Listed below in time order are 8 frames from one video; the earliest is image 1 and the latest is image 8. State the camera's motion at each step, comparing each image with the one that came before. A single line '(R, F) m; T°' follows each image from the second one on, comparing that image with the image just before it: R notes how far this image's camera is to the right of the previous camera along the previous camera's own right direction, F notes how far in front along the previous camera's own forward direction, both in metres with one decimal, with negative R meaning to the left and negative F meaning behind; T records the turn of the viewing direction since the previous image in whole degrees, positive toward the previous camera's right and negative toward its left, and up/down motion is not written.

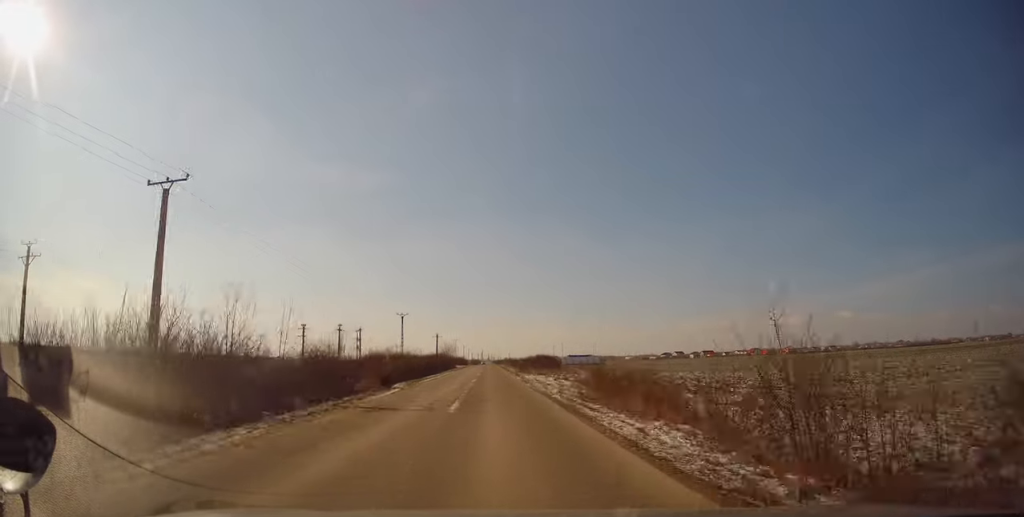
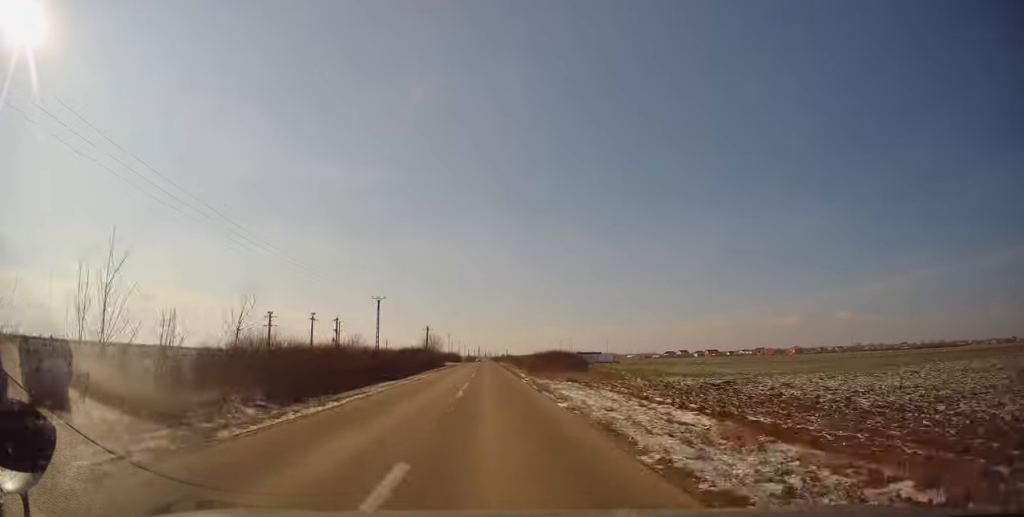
(0.0, +21.4) m; 0°
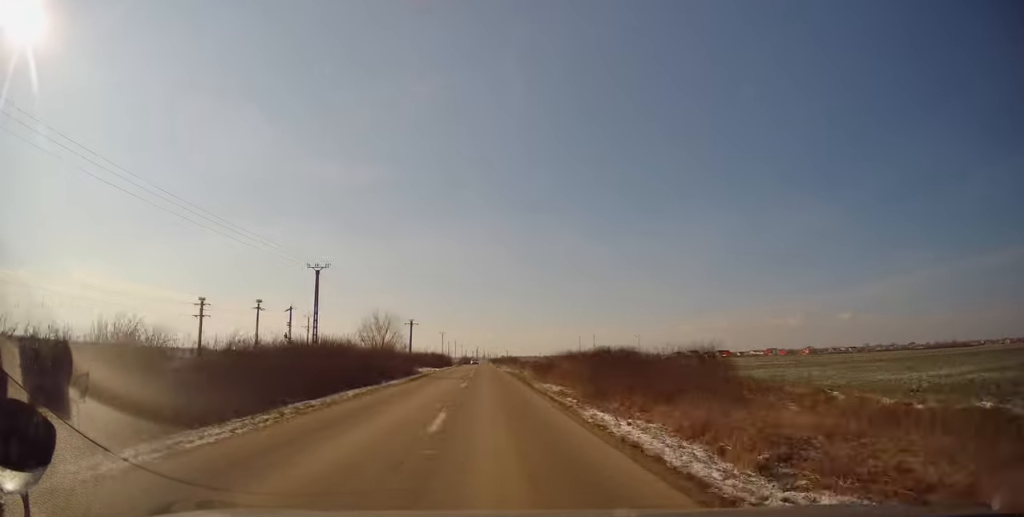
(+0.3, +30.1) m; 0°
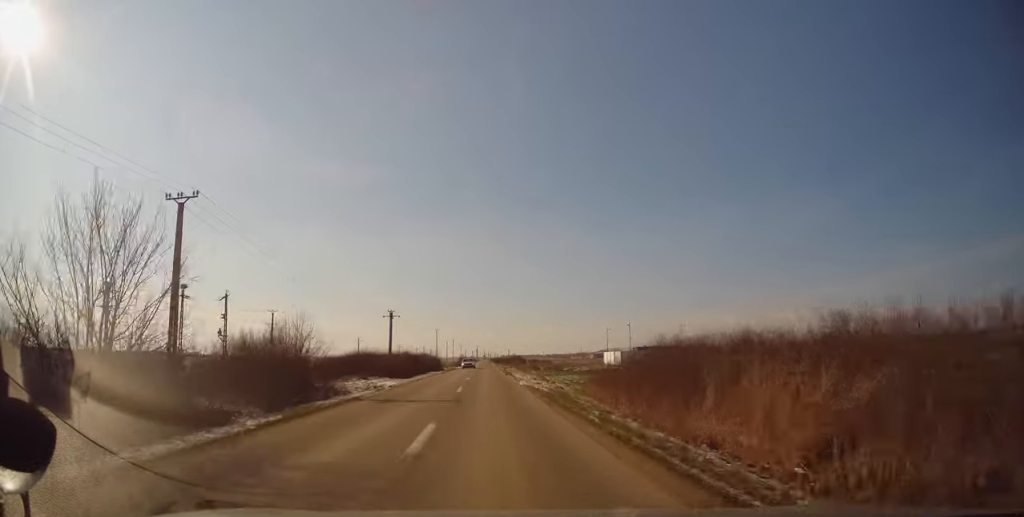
(-0.1, +25.8) m; 0°
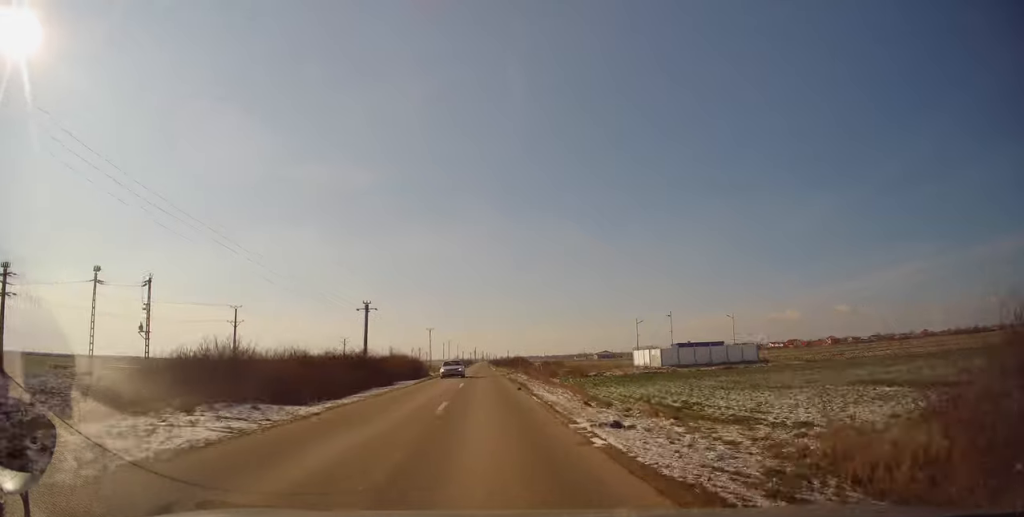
(+0.2, +18.4) m; 0°
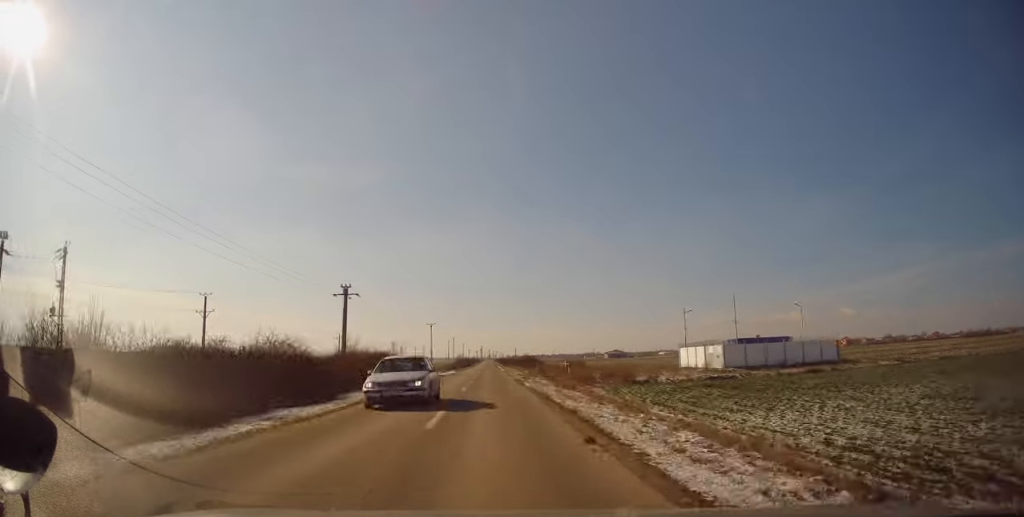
(-0.2, +14.9) m; 0°
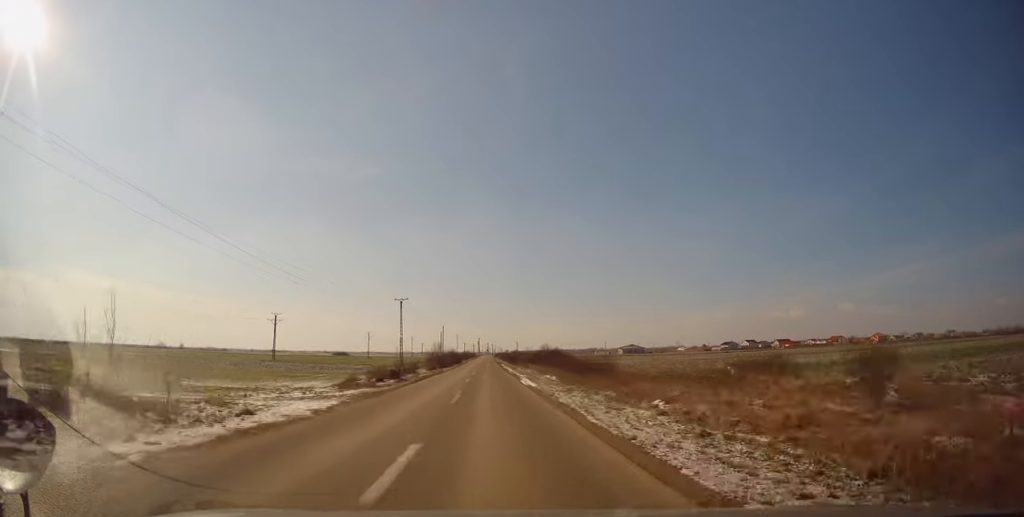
(-0.1, +53.8) m; 0°
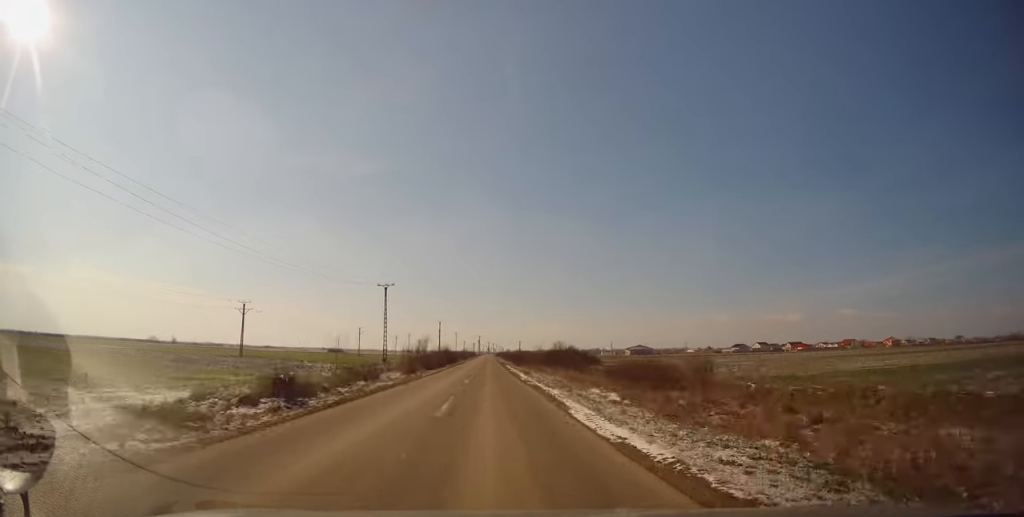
(-0.3, +18.1) m; 0°
